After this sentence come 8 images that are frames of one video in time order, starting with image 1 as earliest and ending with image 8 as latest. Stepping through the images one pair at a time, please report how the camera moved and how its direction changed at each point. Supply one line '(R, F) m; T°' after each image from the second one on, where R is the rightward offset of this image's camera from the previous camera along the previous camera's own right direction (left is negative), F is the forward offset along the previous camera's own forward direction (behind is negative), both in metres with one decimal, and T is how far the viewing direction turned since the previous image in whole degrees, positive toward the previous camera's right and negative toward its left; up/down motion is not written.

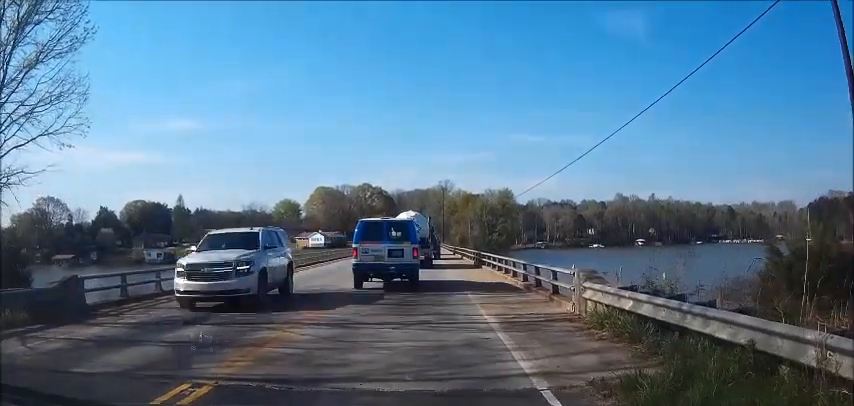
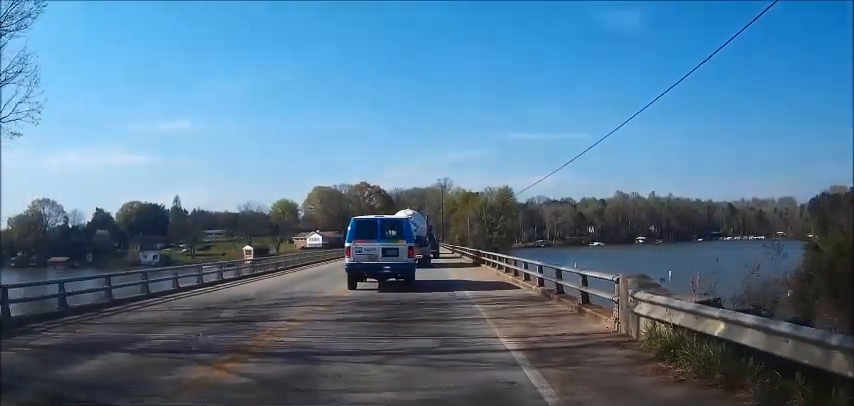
(0.0, +3.4) m; 0°
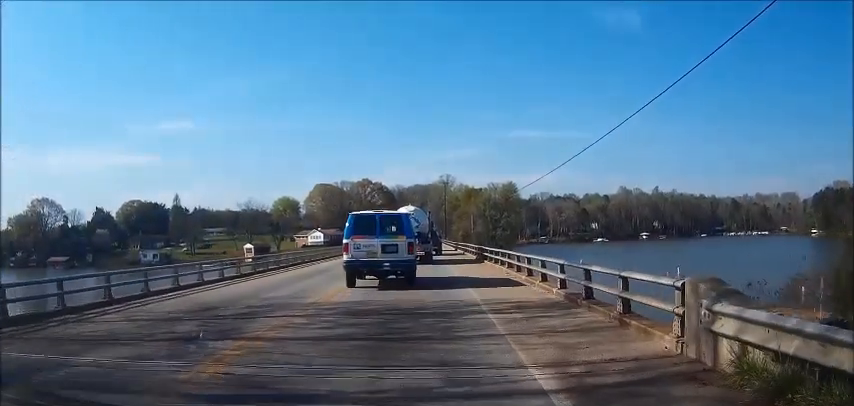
(0.0, +2.7) m; +1°
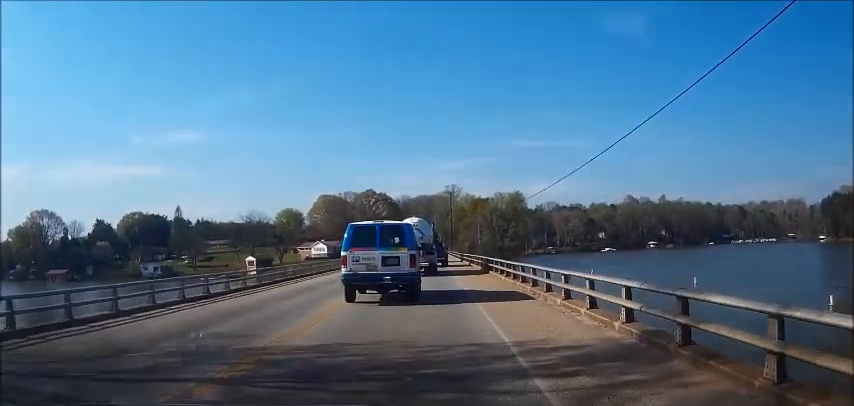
(+0.1, +5.0) m; +2°
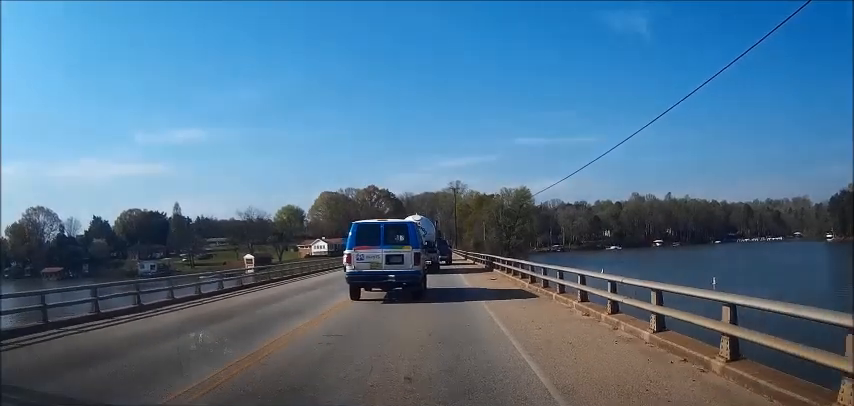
(+0.1, +6.5) m; 0°
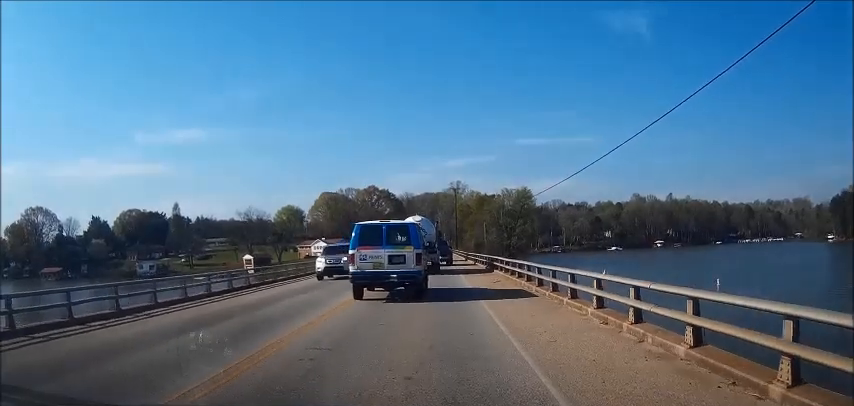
(-0.1, +1.4) m; 0°
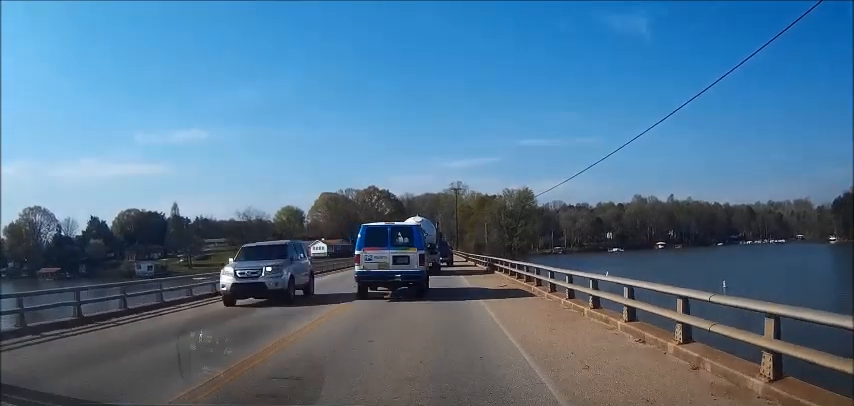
(+0.1, +2.1) m; 0°
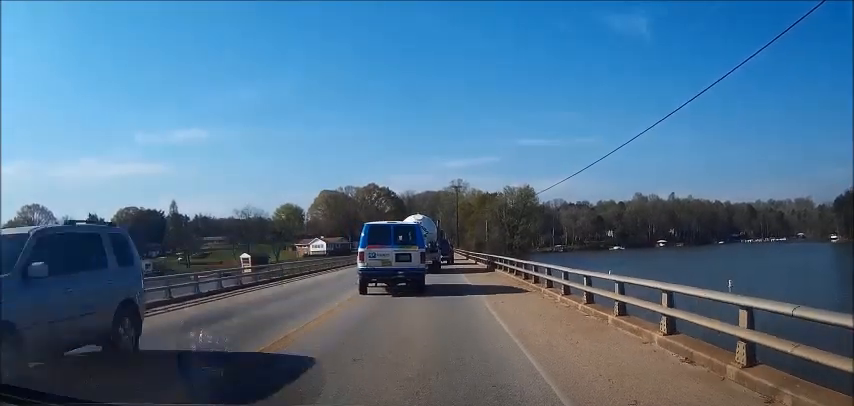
(0.0, +1.9) m; -1°
